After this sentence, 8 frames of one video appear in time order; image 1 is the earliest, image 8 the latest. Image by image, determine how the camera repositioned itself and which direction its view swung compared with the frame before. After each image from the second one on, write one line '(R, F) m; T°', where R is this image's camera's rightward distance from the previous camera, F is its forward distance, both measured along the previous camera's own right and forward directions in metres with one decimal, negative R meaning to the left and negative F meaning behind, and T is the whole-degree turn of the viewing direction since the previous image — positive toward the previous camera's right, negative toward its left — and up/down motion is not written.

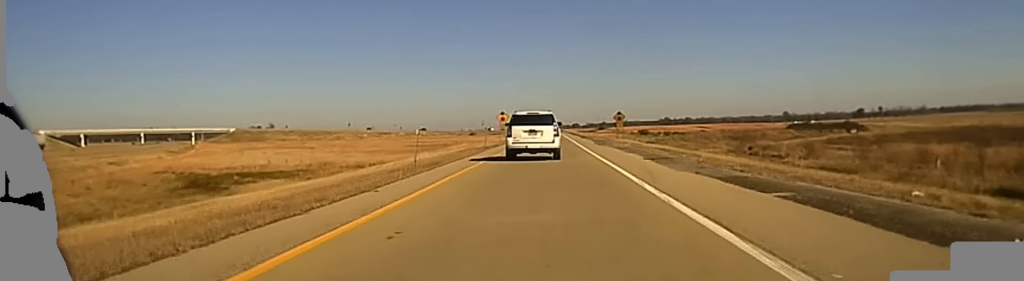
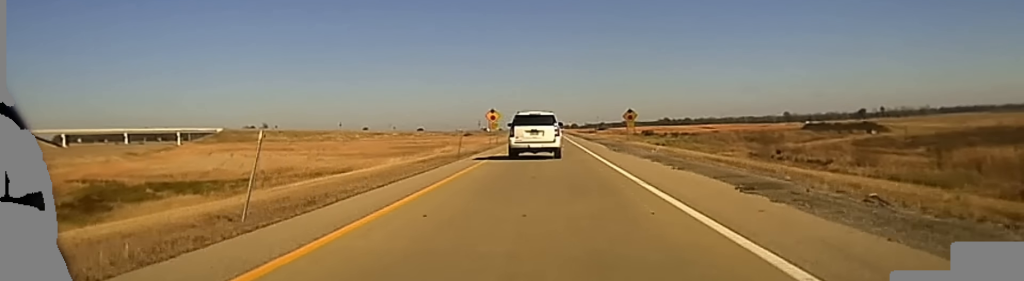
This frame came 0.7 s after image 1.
(-0.2, +18.6) m; 0°
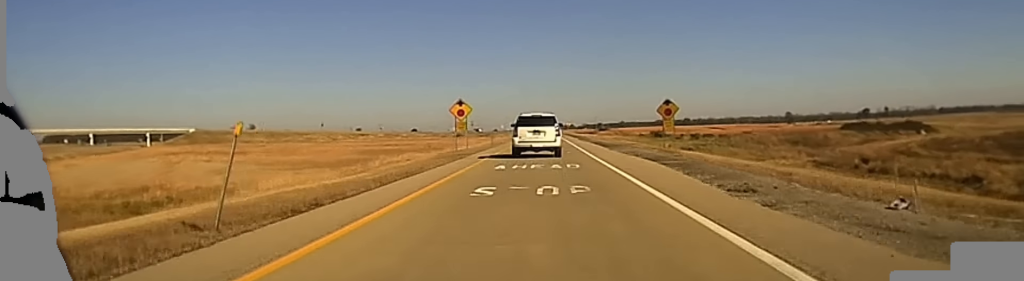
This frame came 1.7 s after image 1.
(-0.1, +29.7) m; 0°
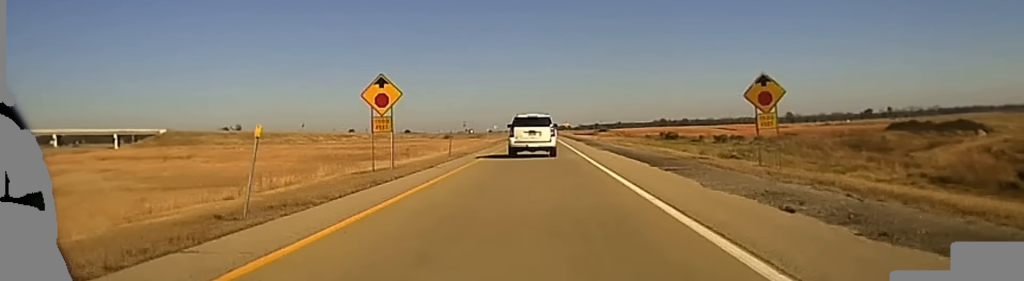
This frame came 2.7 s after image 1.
(-0.1, +28.3) m; +1°
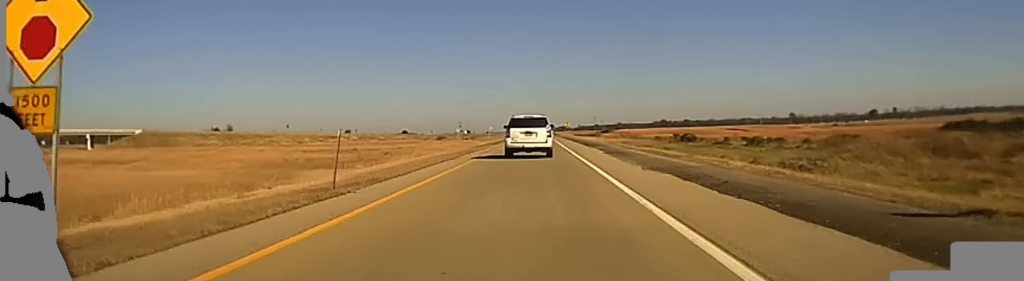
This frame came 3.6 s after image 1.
(+0.3, +24.3) m; +1°
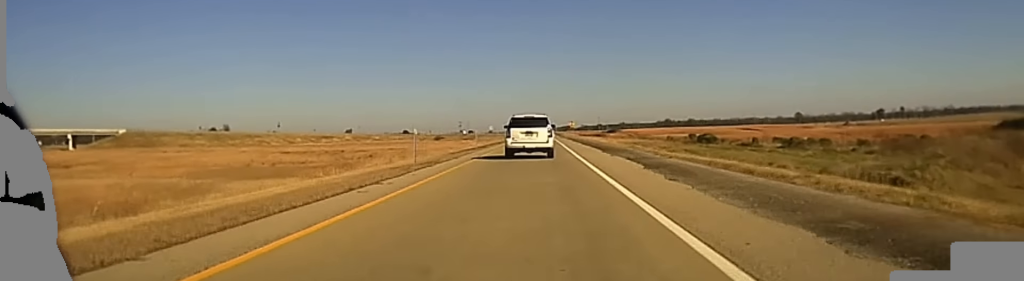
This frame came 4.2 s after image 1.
(+0.2, +17.9) m; 0°
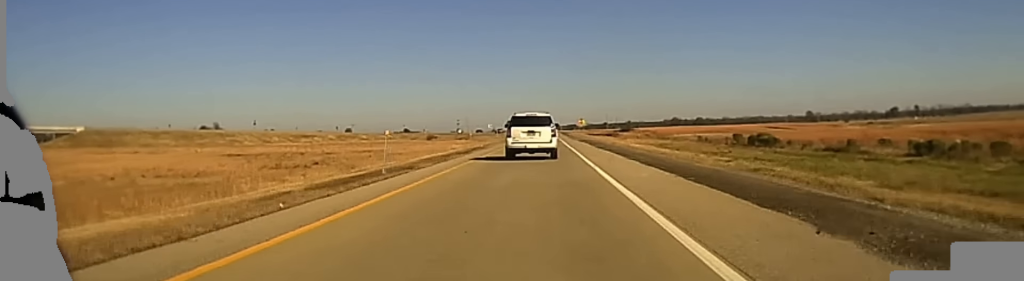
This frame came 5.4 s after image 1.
(-0.3, +36.9) m; -1°
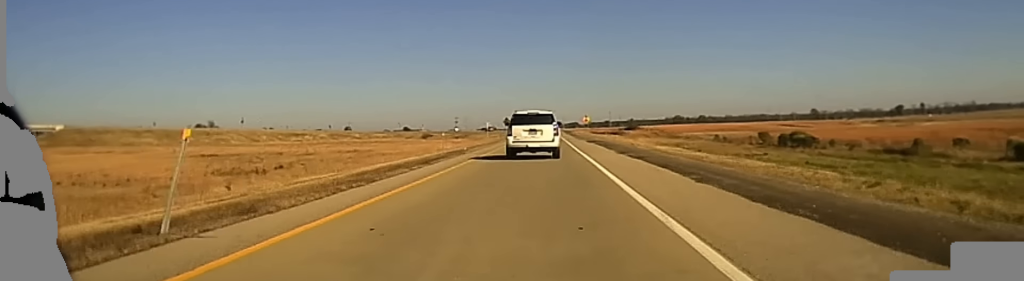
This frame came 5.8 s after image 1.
(-0.2, +13.6) m; 0°
